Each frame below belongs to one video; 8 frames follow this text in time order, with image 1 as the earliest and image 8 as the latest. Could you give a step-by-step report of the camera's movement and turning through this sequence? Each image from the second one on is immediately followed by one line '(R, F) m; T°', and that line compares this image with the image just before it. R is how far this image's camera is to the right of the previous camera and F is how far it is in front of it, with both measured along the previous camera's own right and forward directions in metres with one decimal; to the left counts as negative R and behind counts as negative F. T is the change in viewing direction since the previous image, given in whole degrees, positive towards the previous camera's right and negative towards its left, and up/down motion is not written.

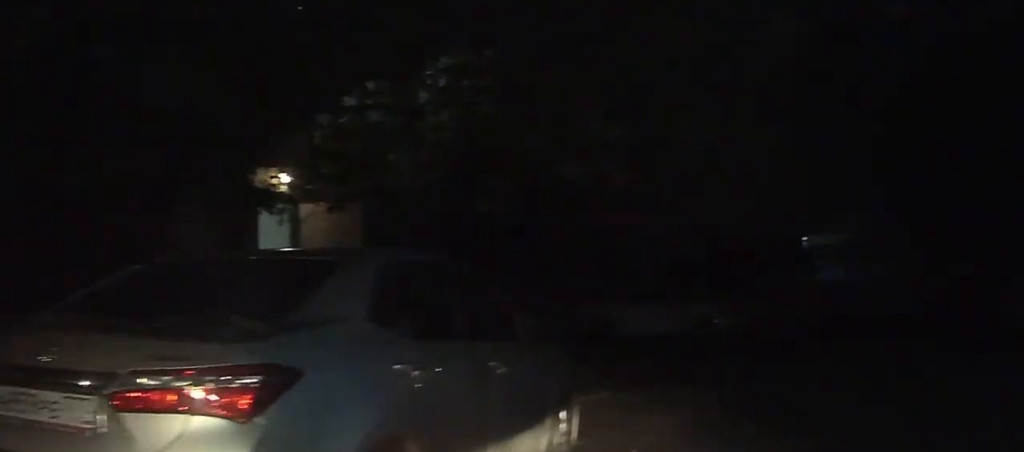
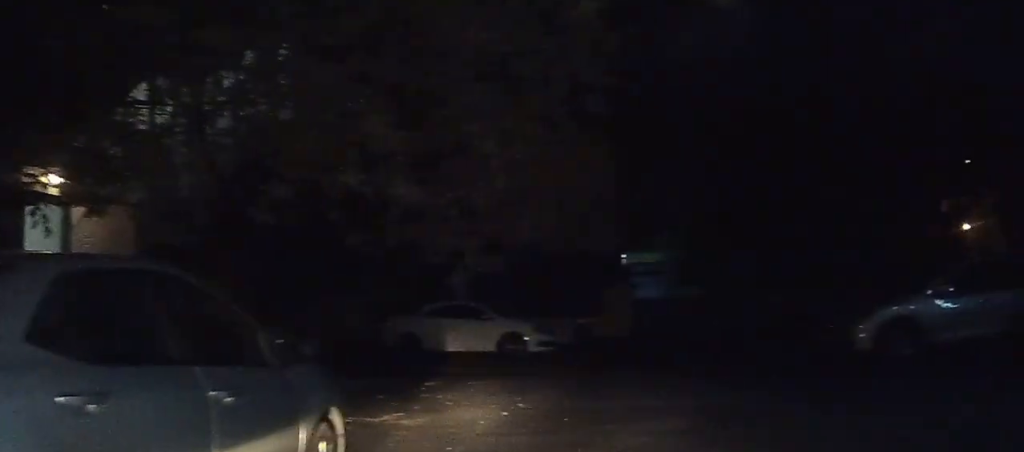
(+0.1, +1.0) m; +12°
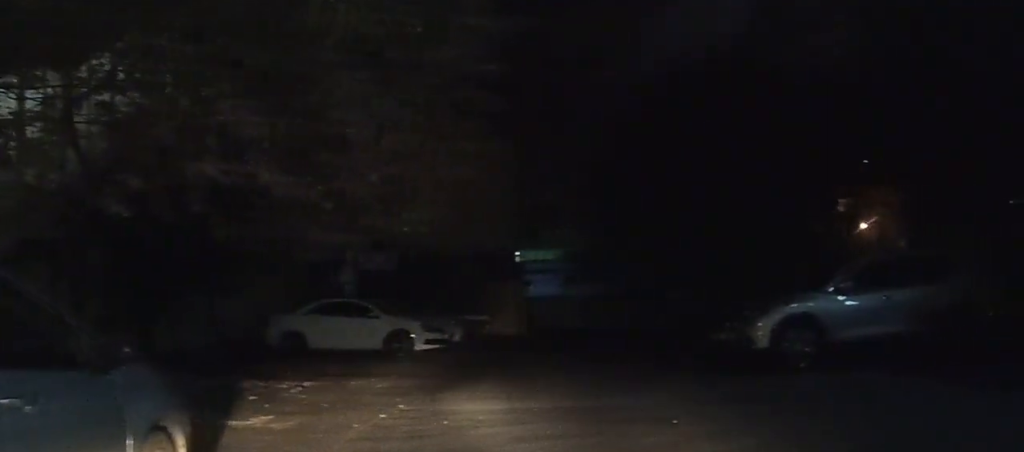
(0.0, +0.7) m; +8°
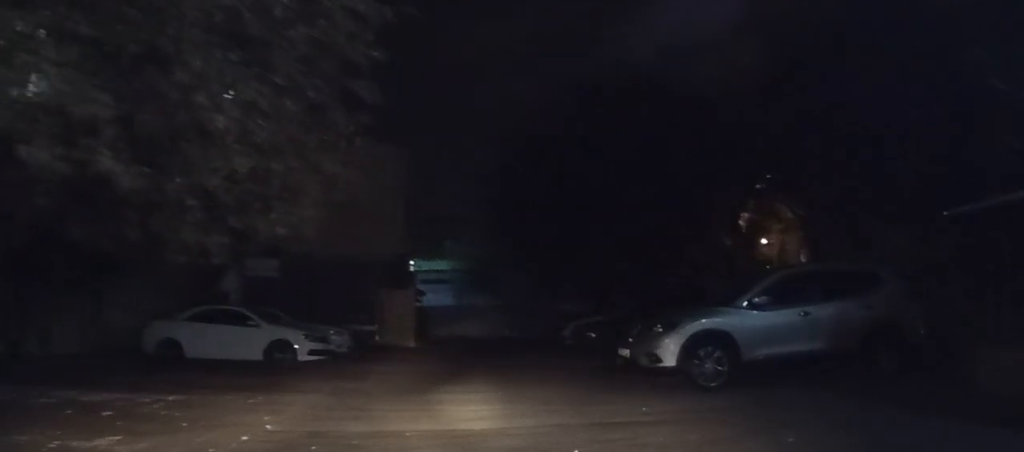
(+0.1, +1.2) m; +2°
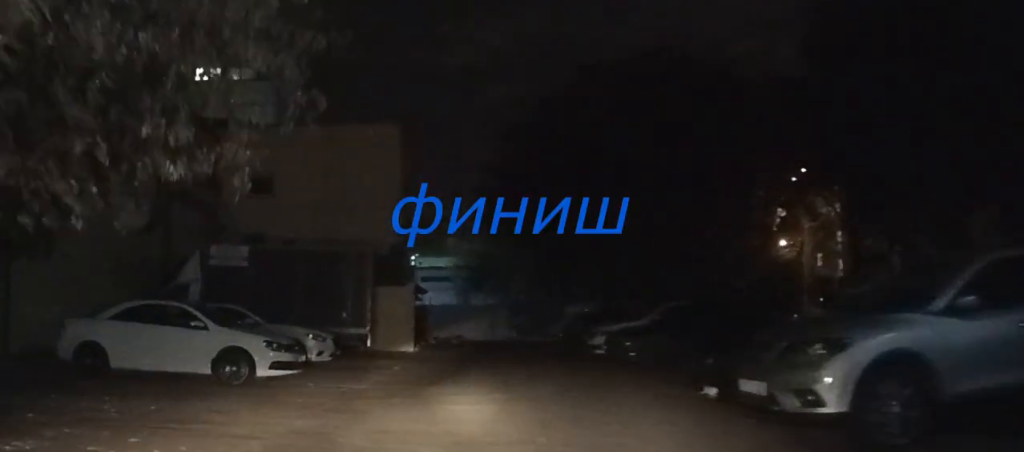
(-0.2, +4.7) m; -2°
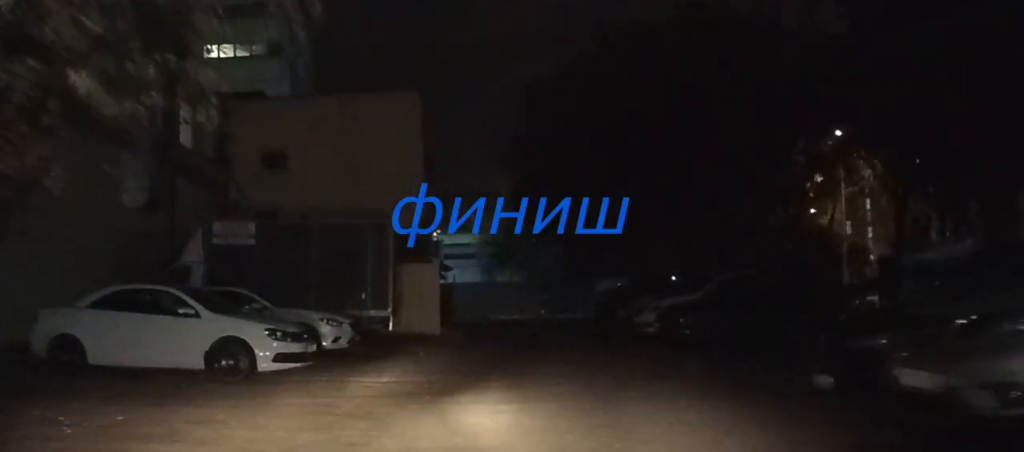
(+0.1, +2.2) m; +4°
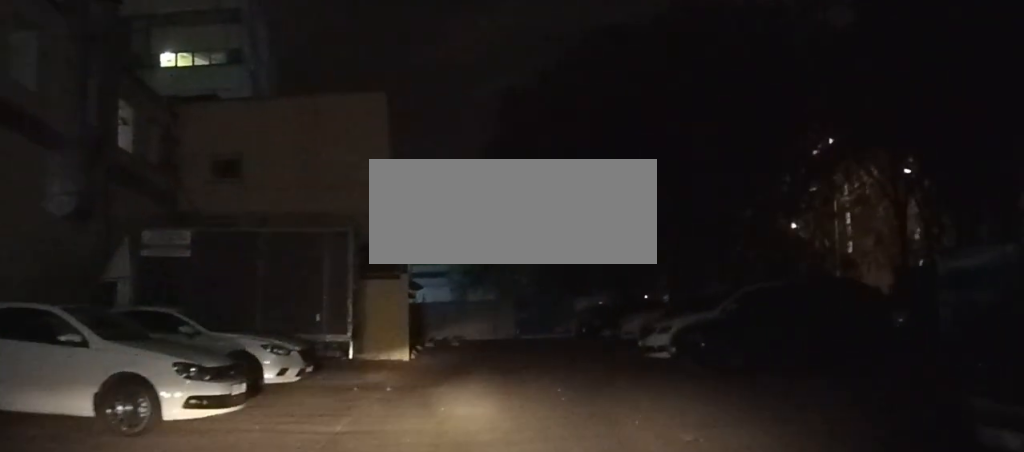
(+0.1, +3.1) m; +1°
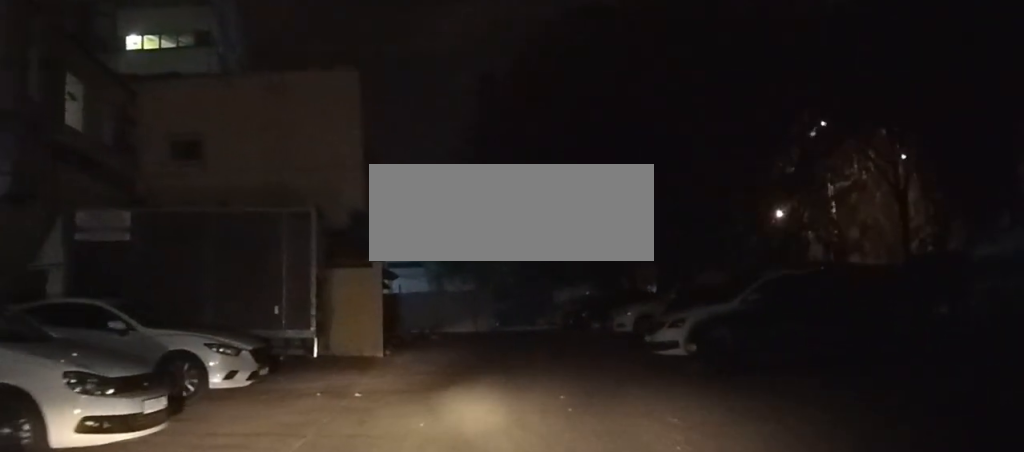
(0.0, +2.1) m; 0°
